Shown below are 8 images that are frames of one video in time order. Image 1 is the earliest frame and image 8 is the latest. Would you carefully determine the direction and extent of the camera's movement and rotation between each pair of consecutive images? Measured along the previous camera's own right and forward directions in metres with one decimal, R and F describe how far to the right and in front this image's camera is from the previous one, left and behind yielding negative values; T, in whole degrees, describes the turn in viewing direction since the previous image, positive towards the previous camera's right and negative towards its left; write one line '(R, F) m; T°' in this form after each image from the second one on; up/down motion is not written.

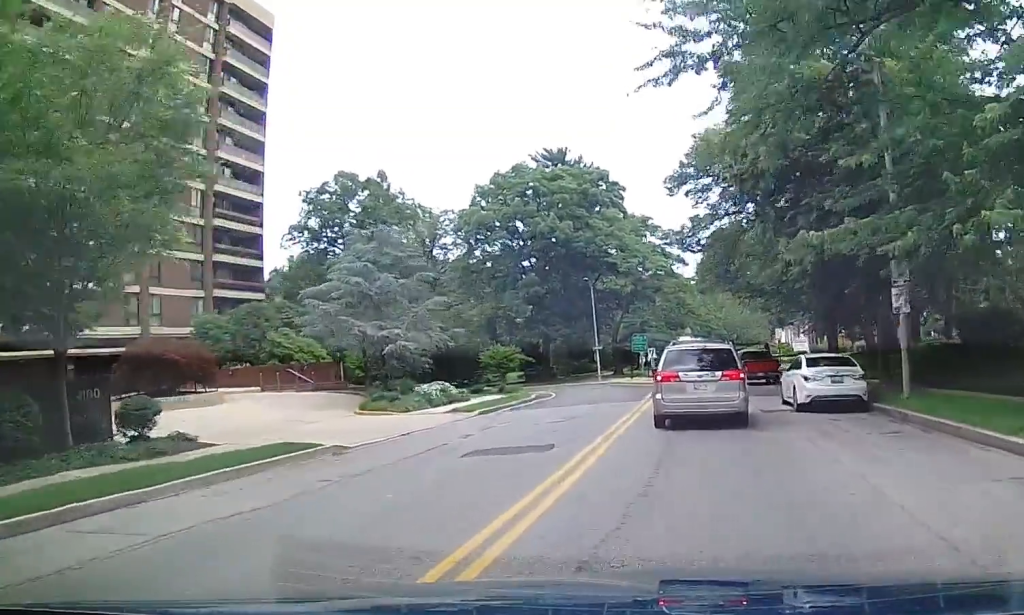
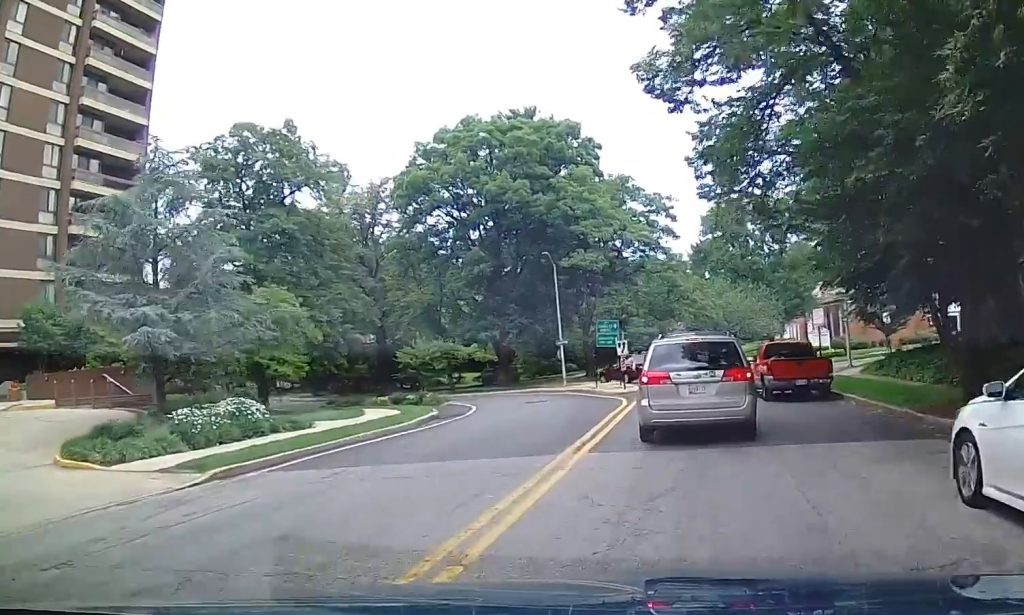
(0.0, +16.4) m; +1°
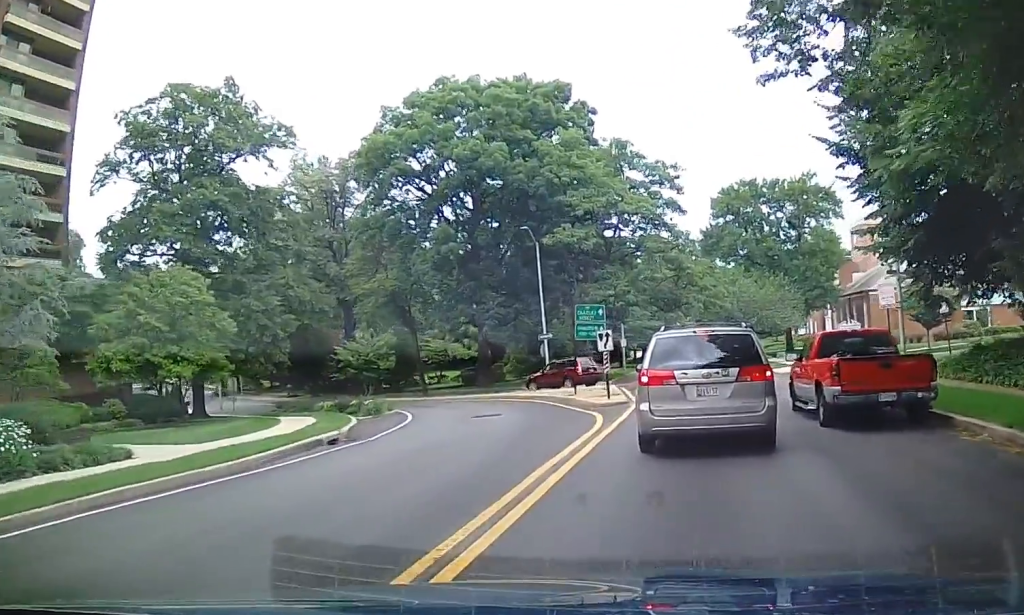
(+0.1, +9.9) m; 0°
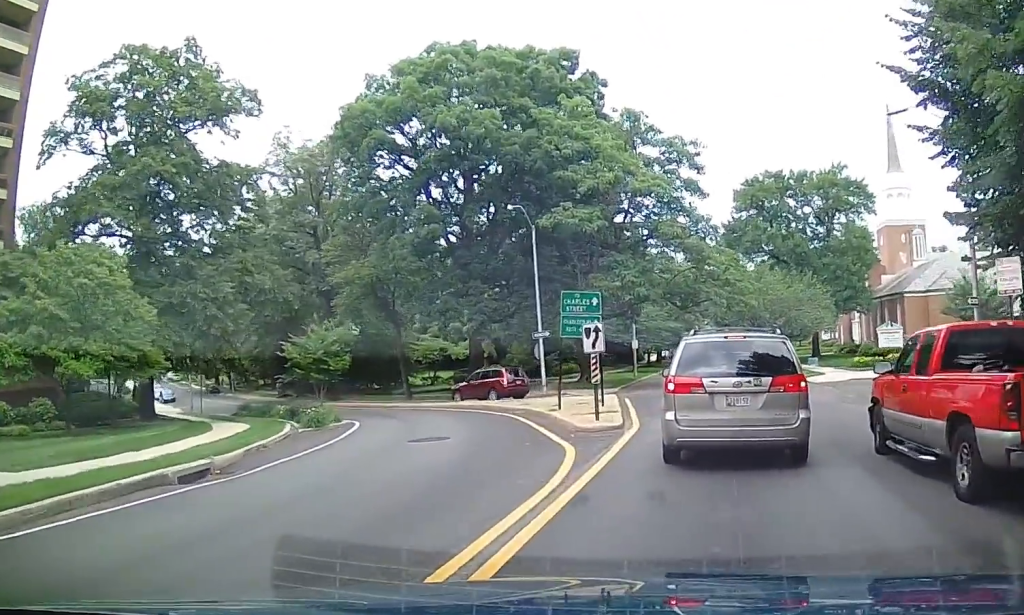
(-0.2, +8.7) m; -3°
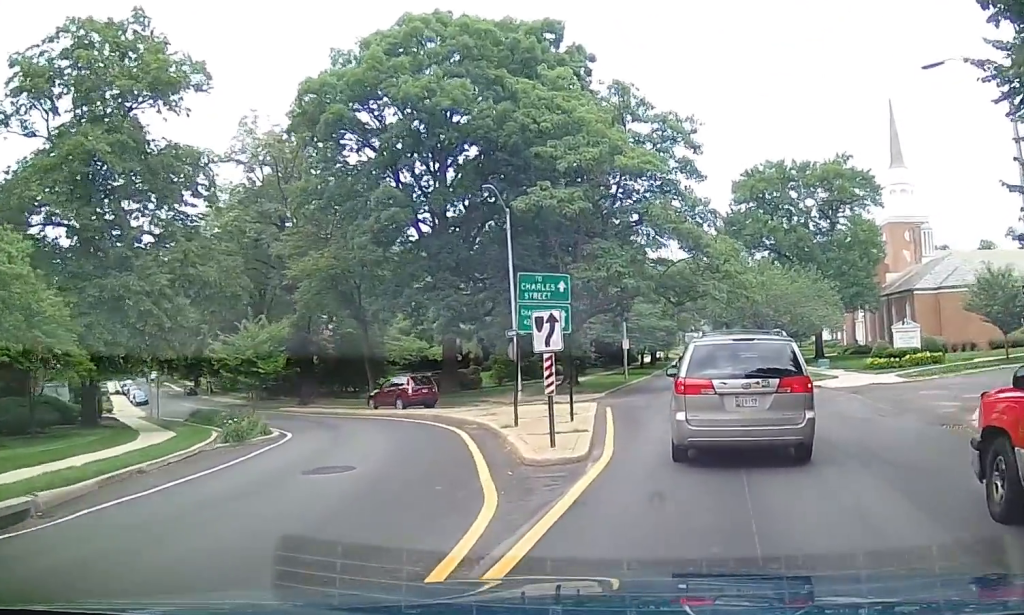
(-0.1, +6.7) m; -1°
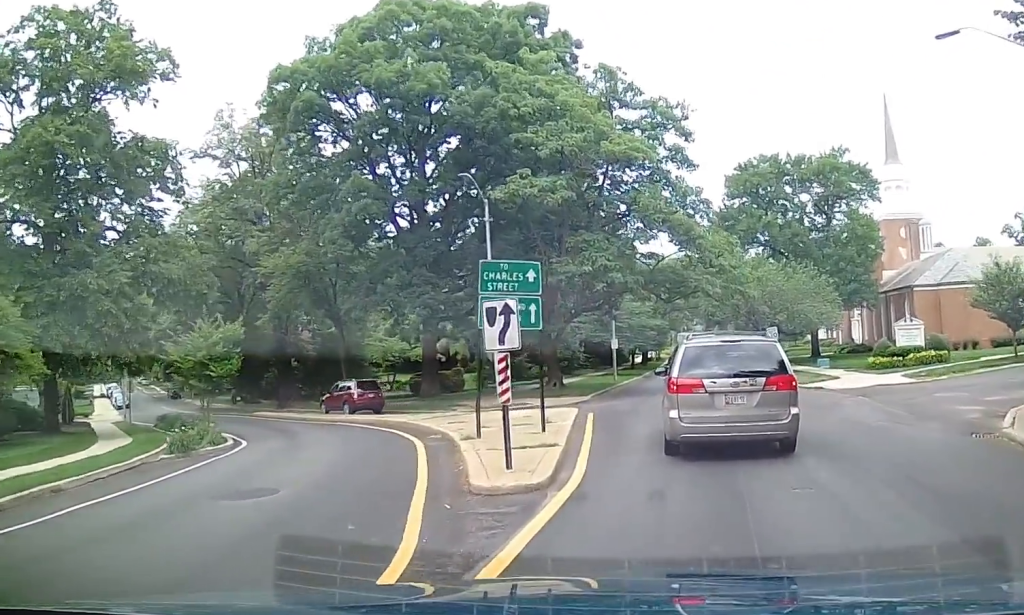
(0.0, +2.7) m; 0°
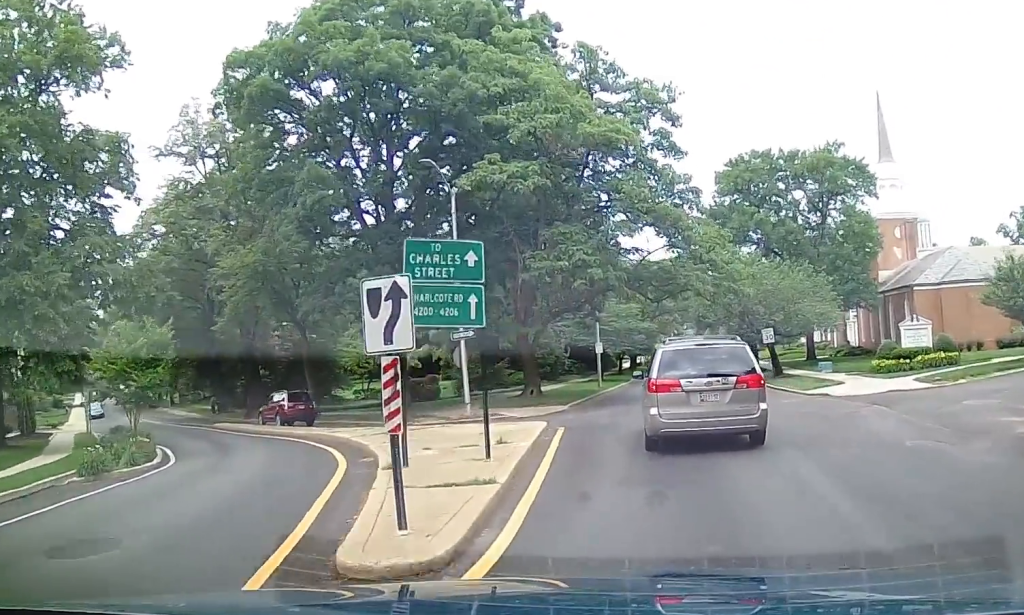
(0.0, +3.0) m; -1°
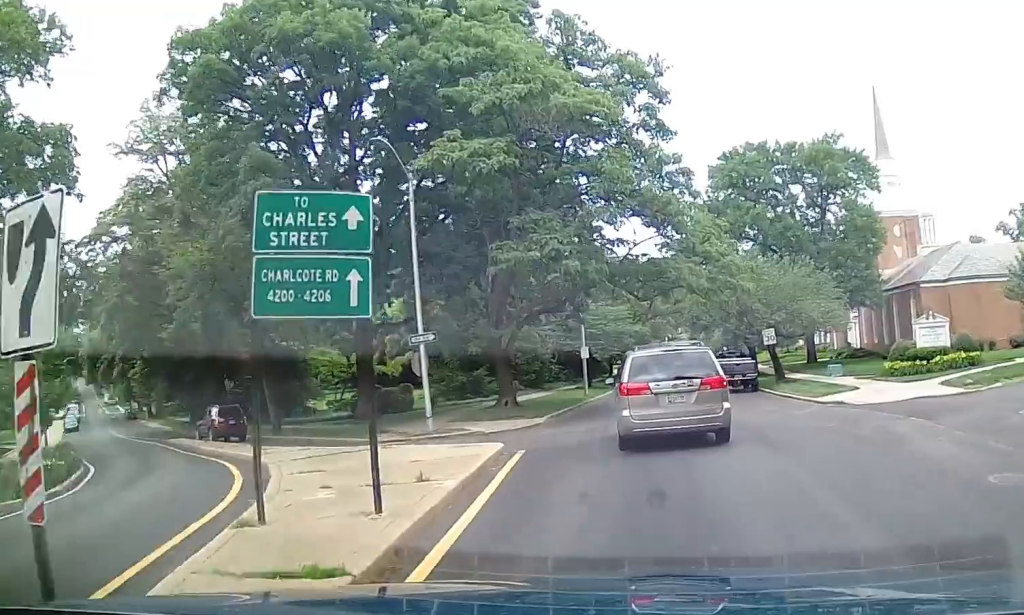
(-0.1, +2.7) m; -2°
